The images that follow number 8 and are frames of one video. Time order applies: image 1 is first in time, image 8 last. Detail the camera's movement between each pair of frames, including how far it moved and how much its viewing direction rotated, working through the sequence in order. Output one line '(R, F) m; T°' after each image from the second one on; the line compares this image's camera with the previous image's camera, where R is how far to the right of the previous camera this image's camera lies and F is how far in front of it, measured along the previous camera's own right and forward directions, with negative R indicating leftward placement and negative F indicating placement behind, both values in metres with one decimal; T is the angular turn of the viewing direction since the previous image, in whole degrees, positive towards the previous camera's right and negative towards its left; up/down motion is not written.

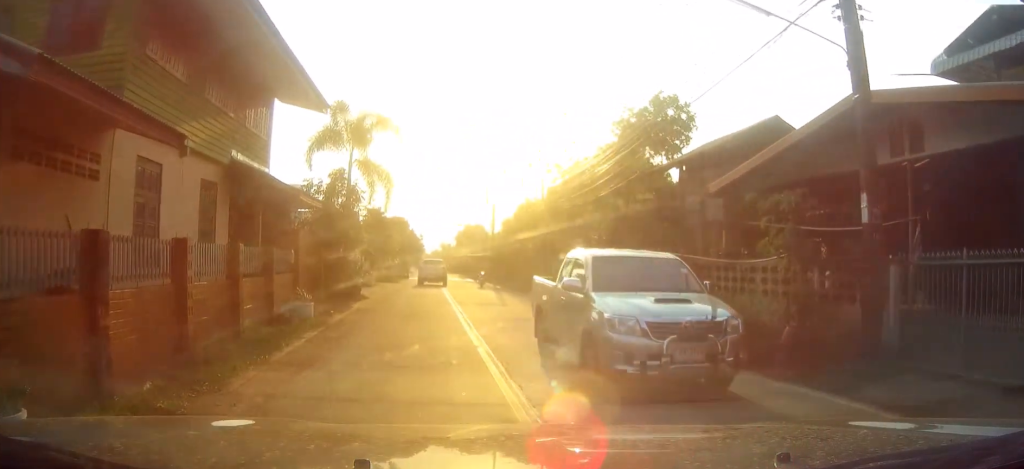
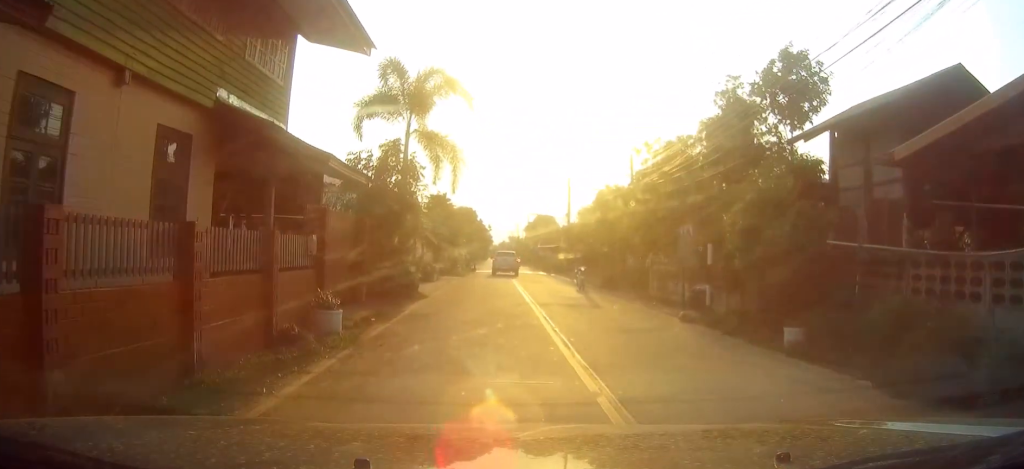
(0.0, +5.1) m; 0°
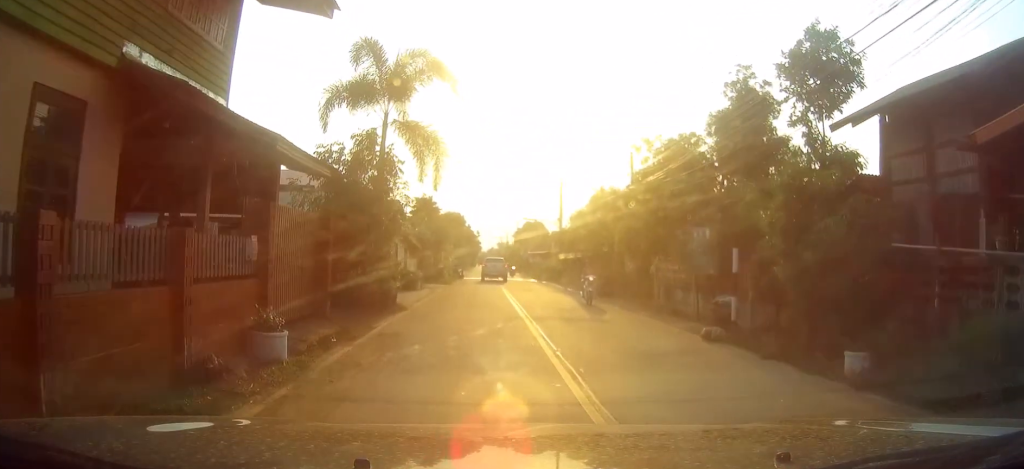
(0.0, +2.9) m; -1°
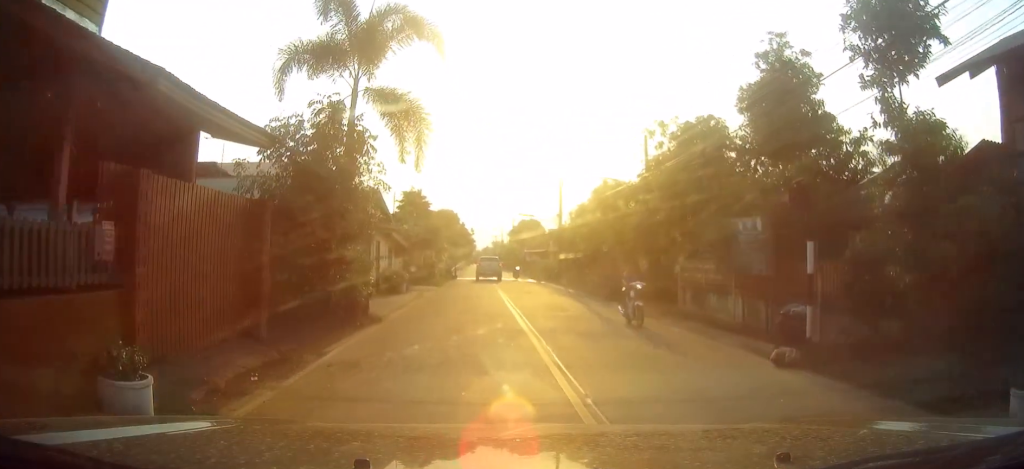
(-0.1, +4.0) m; -1°
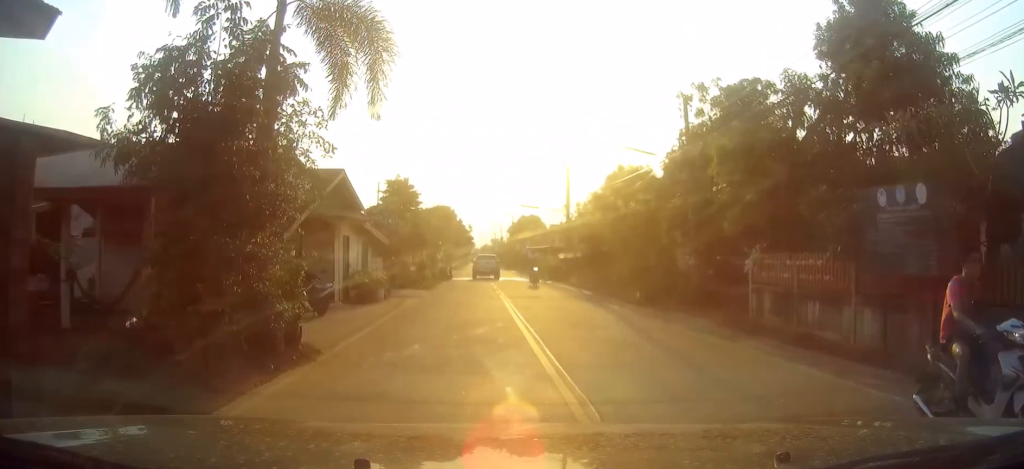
(0.0, +6.2) m; +2°
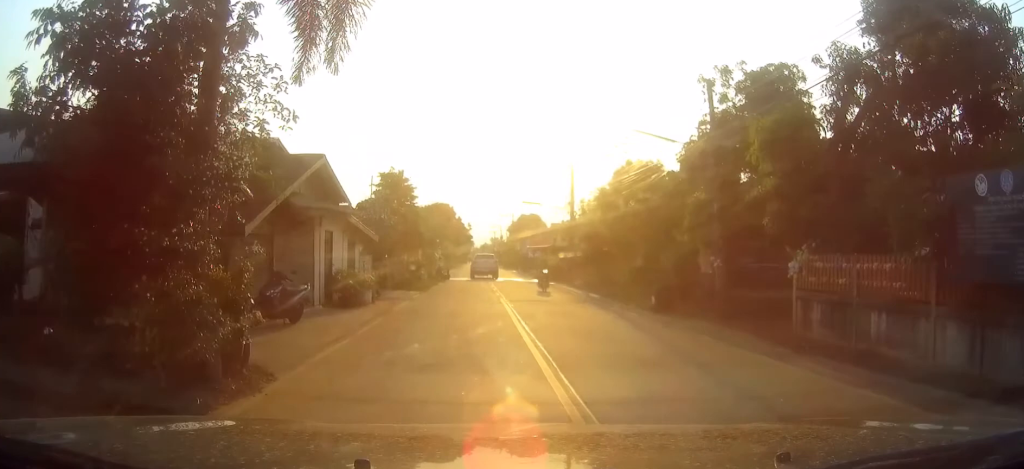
(0.0, +2.4) m; +1°
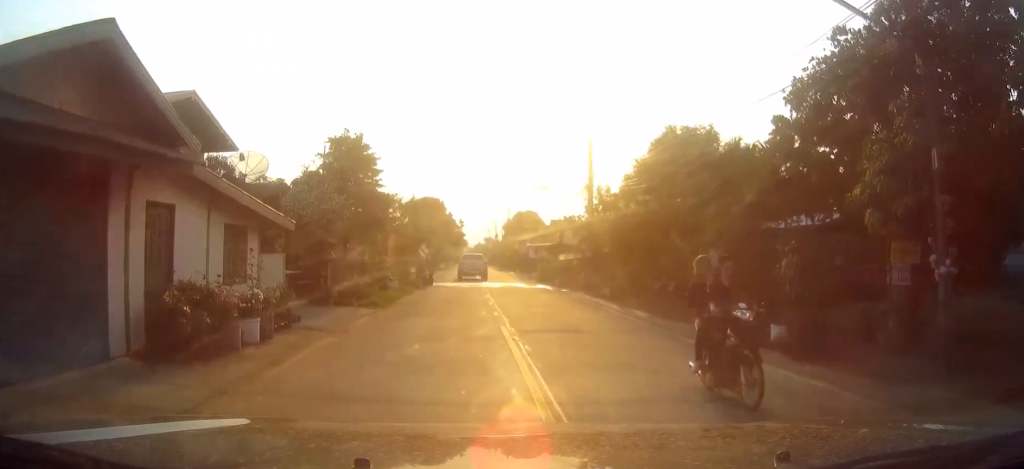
(0.0, +10.8) m; 0°
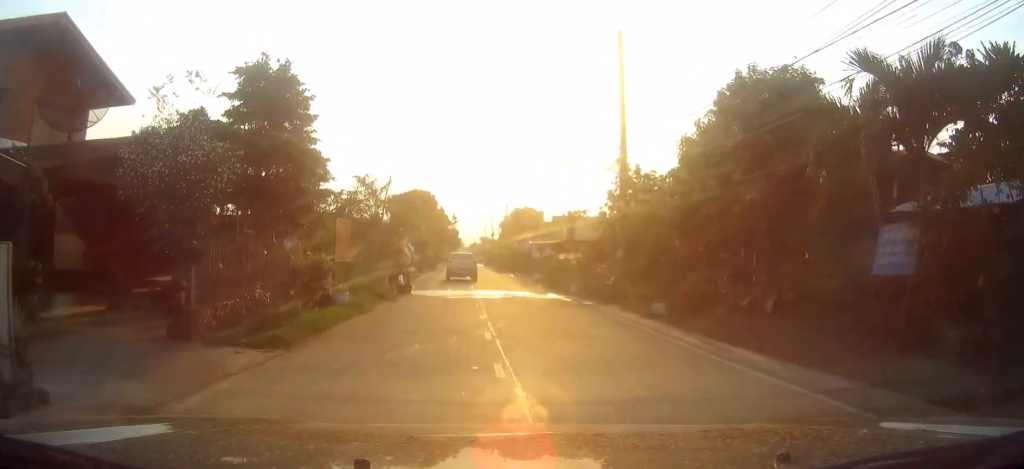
(+0.1, +9.4) m; +1°
